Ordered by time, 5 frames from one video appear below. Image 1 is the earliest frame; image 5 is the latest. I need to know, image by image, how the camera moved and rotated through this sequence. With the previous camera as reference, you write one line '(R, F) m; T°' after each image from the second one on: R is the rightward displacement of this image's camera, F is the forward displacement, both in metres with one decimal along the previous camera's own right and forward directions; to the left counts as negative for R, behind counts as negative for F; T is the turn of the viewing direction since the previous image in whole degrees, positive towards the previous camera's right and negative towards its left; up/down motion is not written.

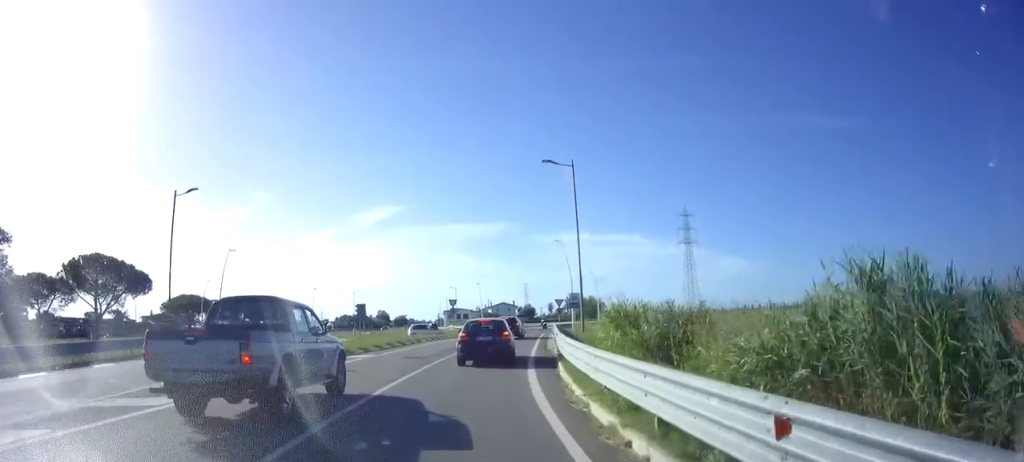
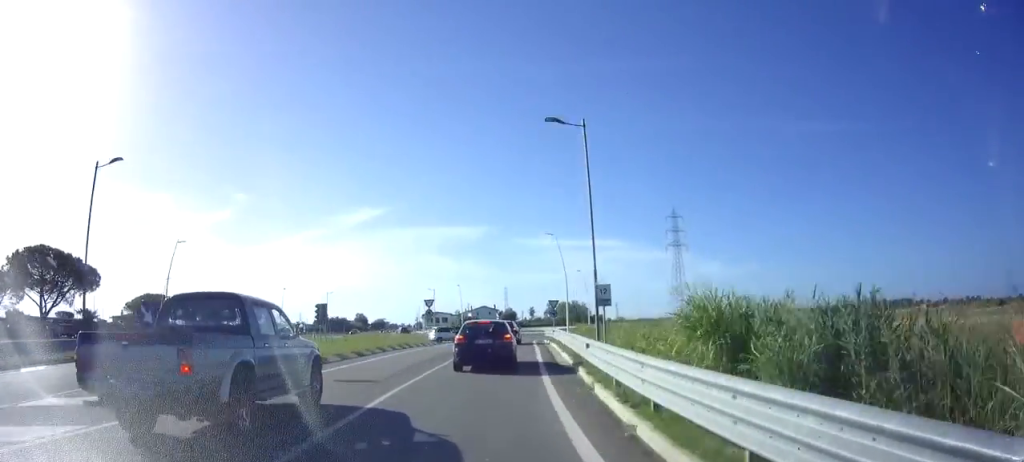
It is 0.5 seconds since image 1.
(0.0, +7.7) m; +2°
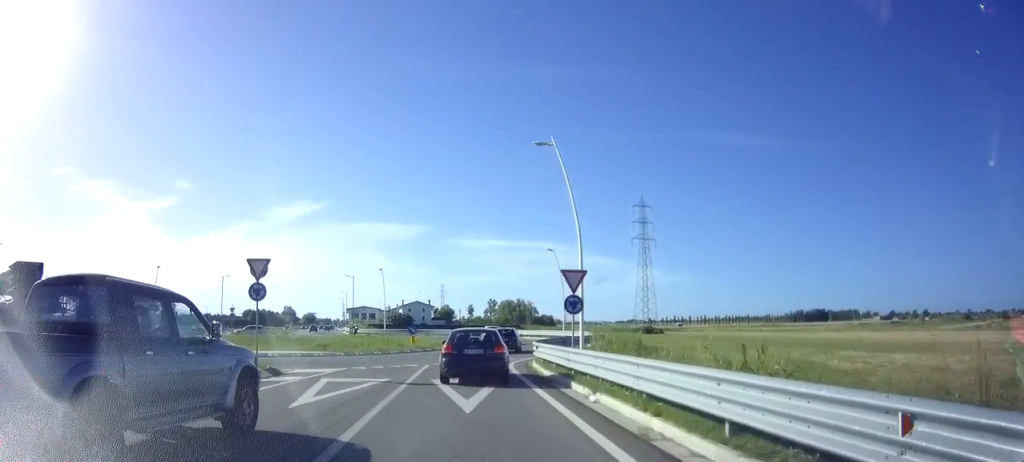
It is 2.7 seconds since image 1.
(+2.2, +25.6) m; +7°
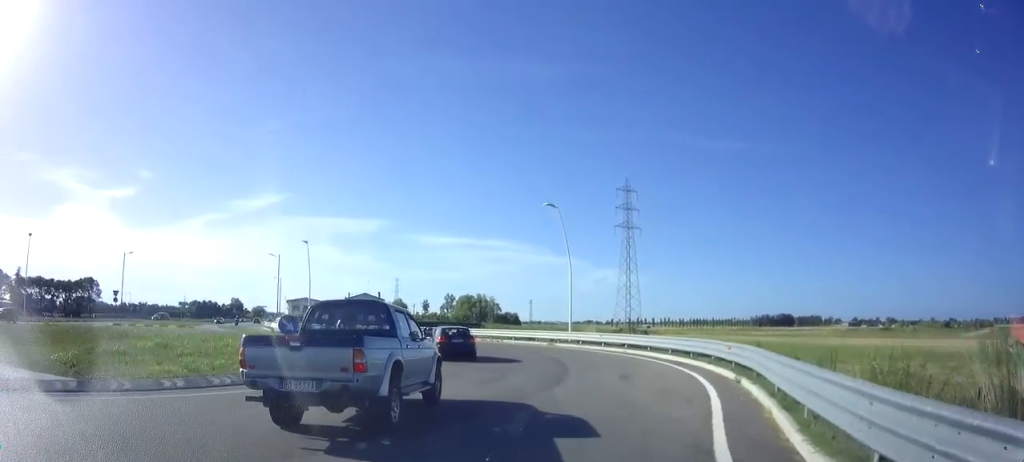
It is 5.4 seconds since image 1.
(+0.7, +20.9) m; +7°
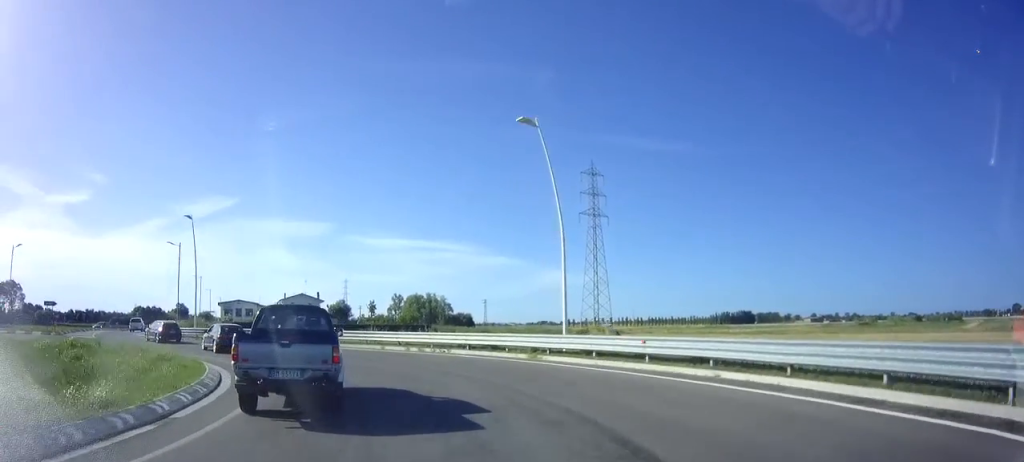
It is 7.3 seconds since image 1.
(+1.0, +14.6) m; +1°
